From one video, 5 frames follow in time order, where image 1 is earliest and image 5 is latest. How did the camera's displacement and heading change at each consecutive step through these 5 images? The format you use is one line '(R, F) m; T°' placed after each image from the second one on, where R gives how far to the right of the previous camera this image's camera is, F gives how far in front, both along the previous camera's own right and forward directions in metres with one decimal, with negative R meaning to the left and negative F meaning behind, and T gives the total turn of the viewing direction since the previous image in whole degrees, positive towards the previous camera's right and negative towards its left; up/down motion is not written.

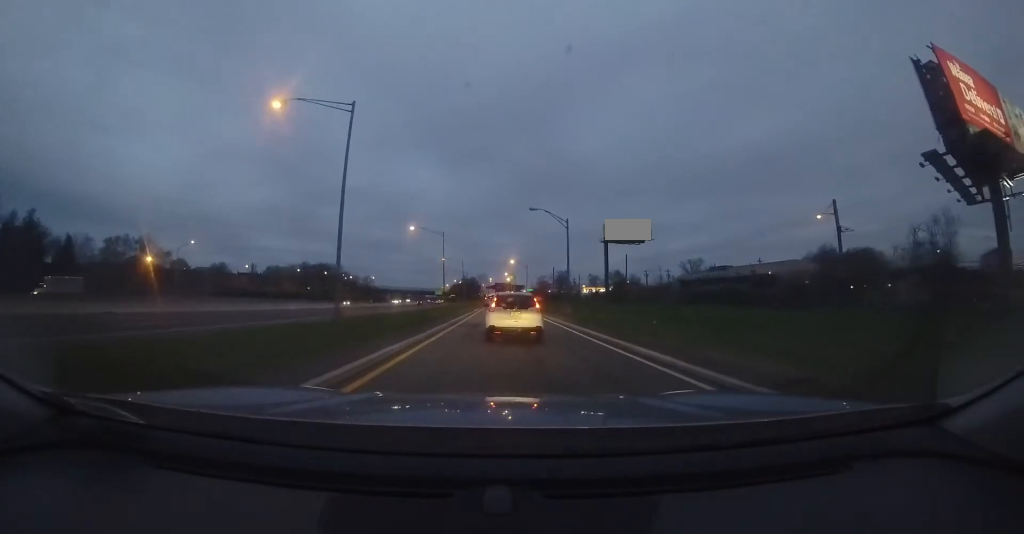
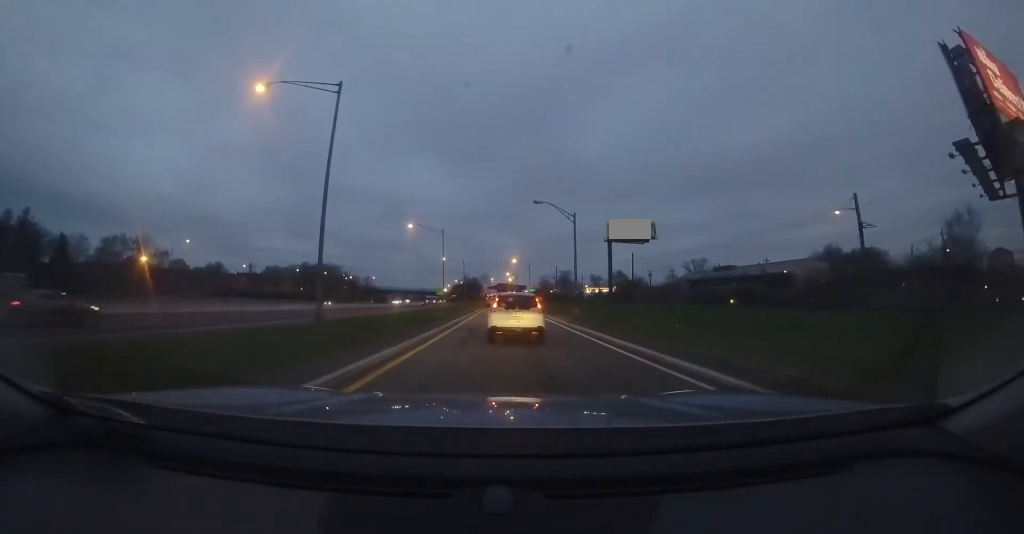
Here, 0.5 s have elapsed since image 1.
(-0.1, +1.9) m; +1°
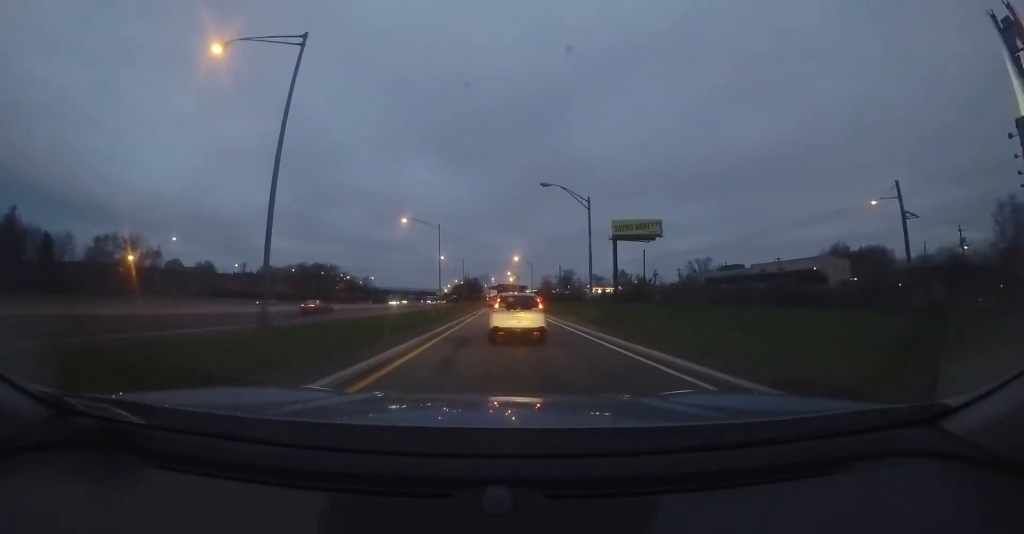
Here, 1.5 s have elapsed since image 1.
(+0.1, +3.9) m; +3°
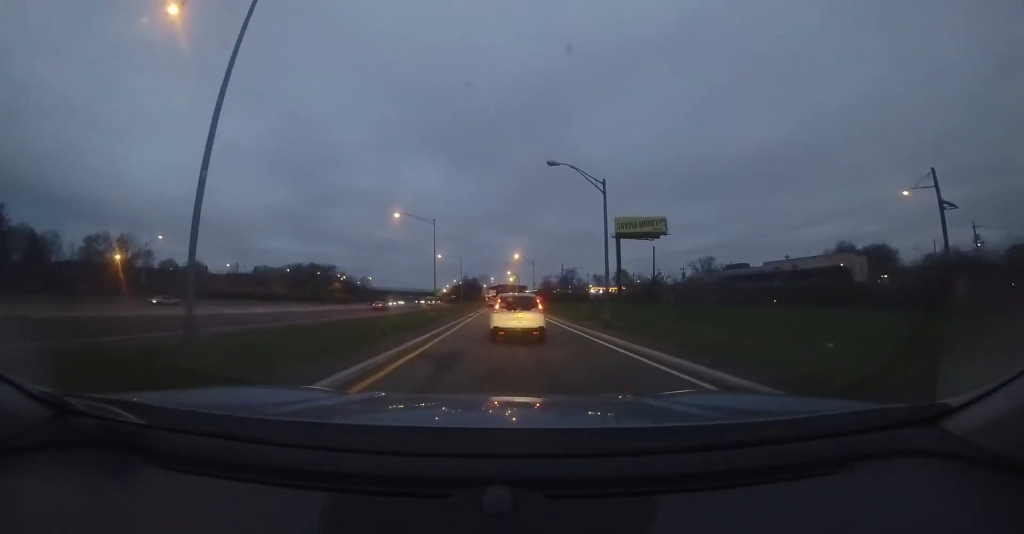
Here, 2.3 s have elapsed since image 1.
(+0.2, +3.3) m; -1°
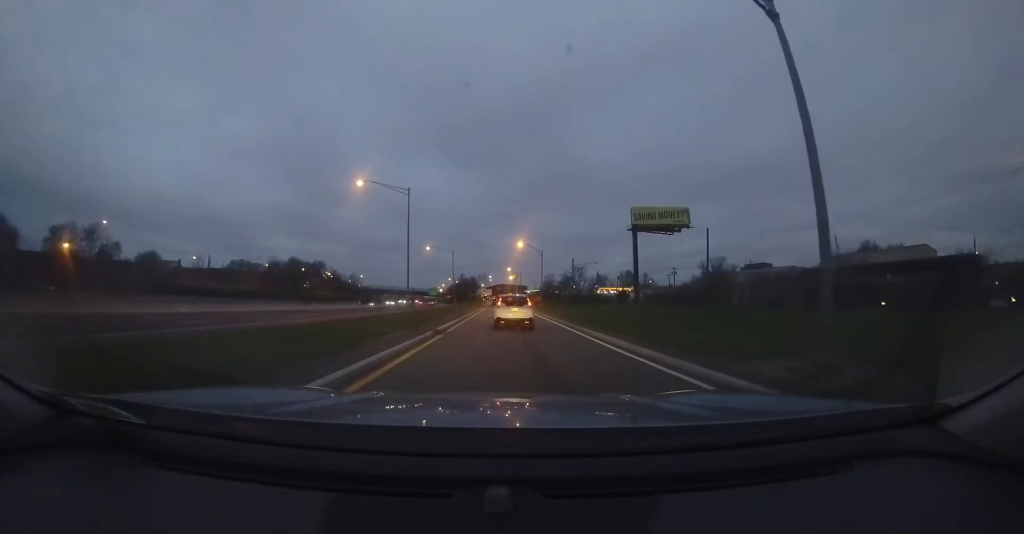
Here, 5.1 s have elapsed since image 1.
(+0.4, +12.5) m; +1°
